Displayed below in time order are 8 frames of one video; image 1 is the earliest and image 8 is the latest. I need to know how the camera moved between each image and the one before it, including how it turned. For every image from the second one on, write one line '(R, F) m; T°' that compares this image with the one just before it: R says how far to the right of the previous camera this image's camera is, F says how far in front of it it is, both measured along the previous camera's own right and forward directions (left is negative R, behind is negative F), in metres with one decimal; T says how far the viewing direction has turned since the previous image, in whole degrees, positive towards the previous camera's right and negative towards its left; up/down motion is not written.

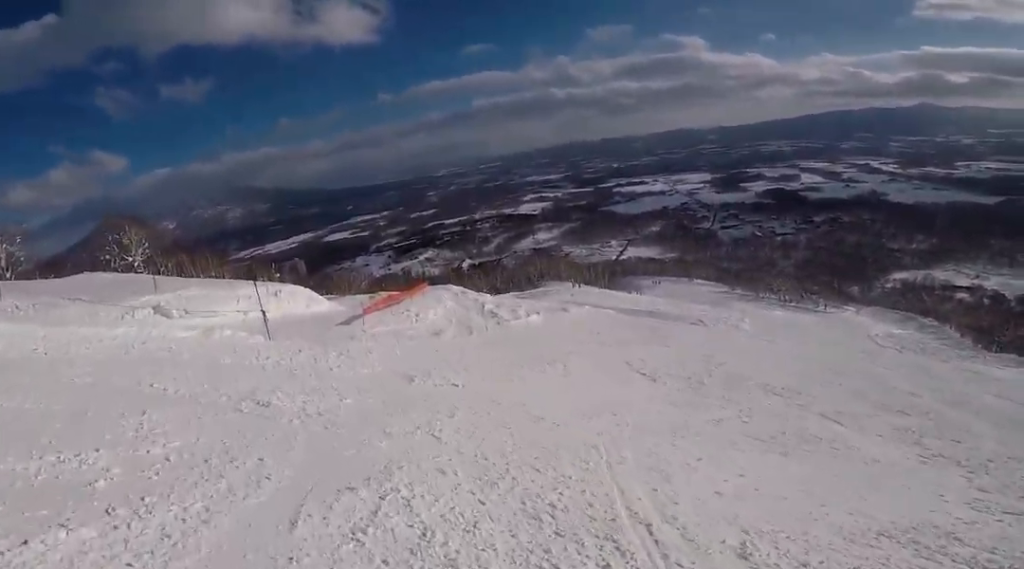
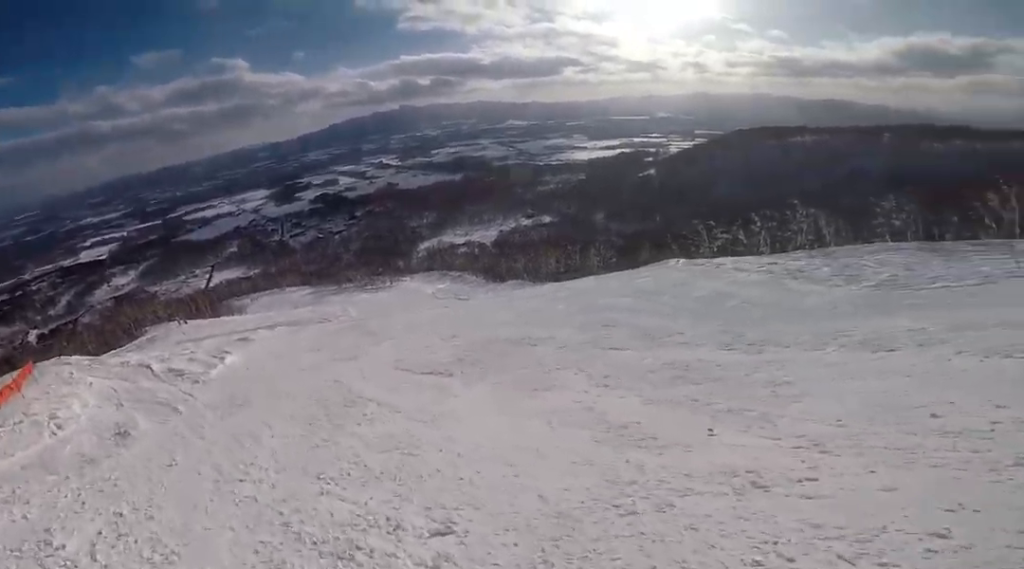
(+3.2, +6.6) m; +56°
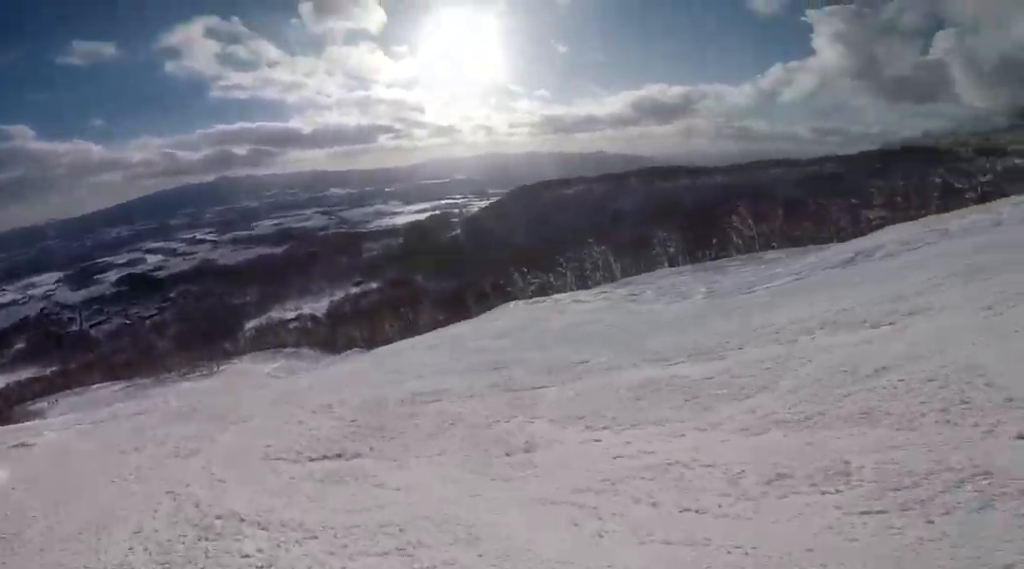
(+1.1, +3.3) m; +23°
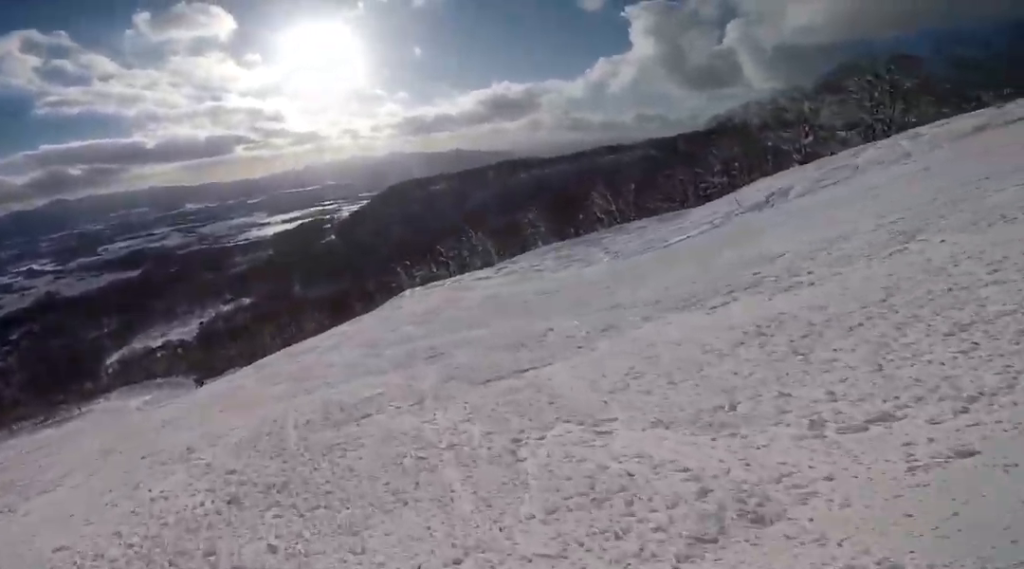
(+0.5, +3.2) m; +17°
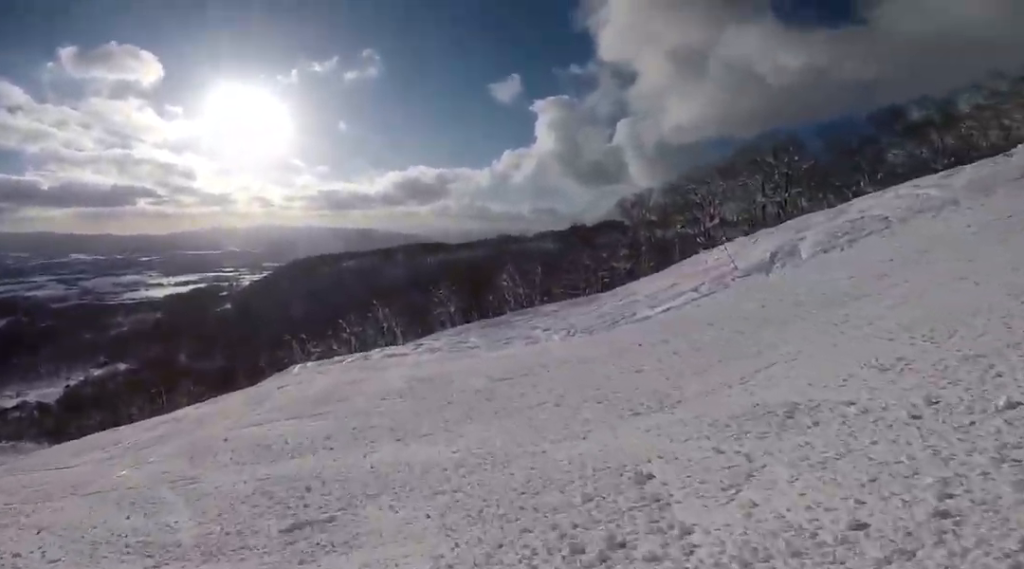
(+1.2, +5.4) m; +11°
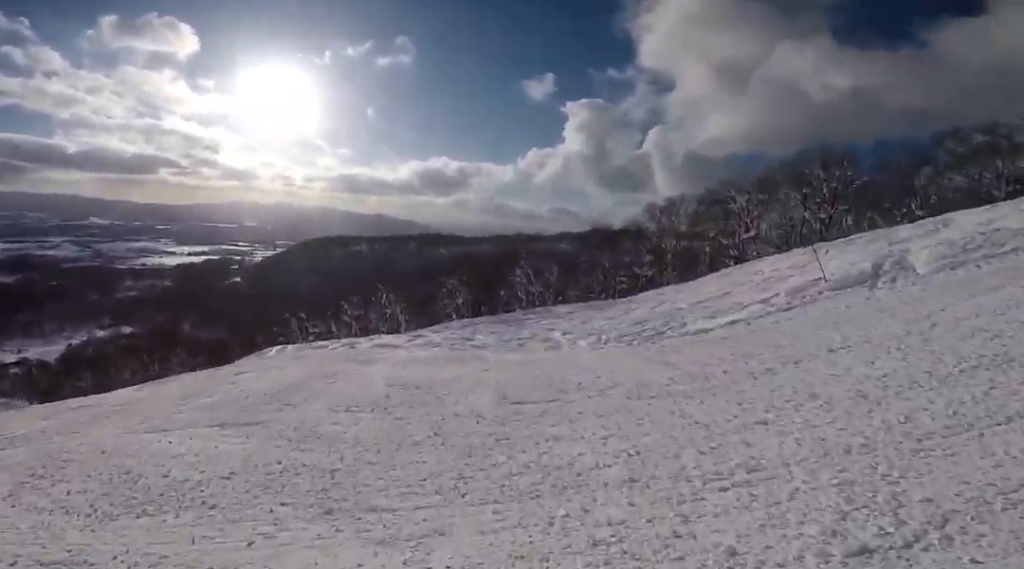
(0.0, +3.0) m; -2°
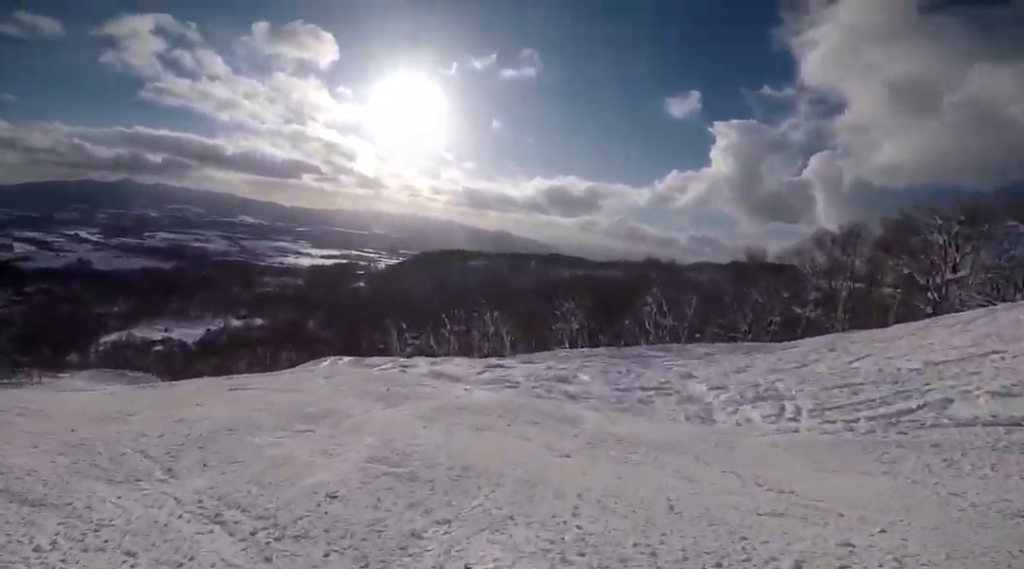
(-0.2, +4.6) m; -18°
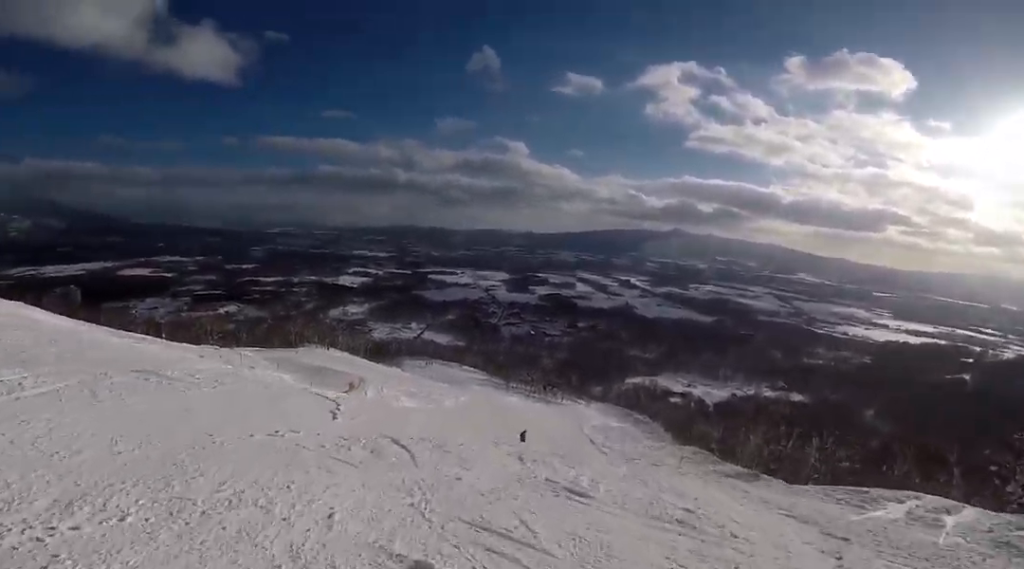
(-4.1, +6.7) m; -69°
